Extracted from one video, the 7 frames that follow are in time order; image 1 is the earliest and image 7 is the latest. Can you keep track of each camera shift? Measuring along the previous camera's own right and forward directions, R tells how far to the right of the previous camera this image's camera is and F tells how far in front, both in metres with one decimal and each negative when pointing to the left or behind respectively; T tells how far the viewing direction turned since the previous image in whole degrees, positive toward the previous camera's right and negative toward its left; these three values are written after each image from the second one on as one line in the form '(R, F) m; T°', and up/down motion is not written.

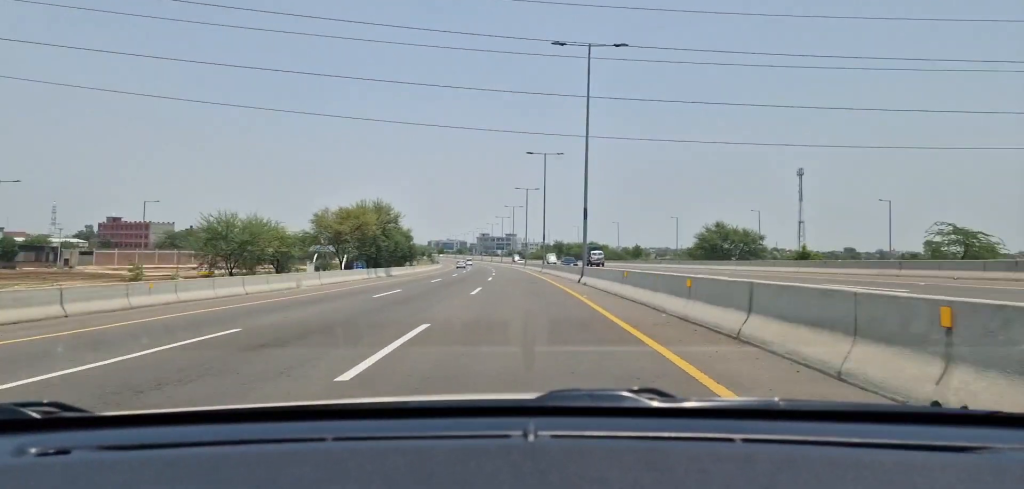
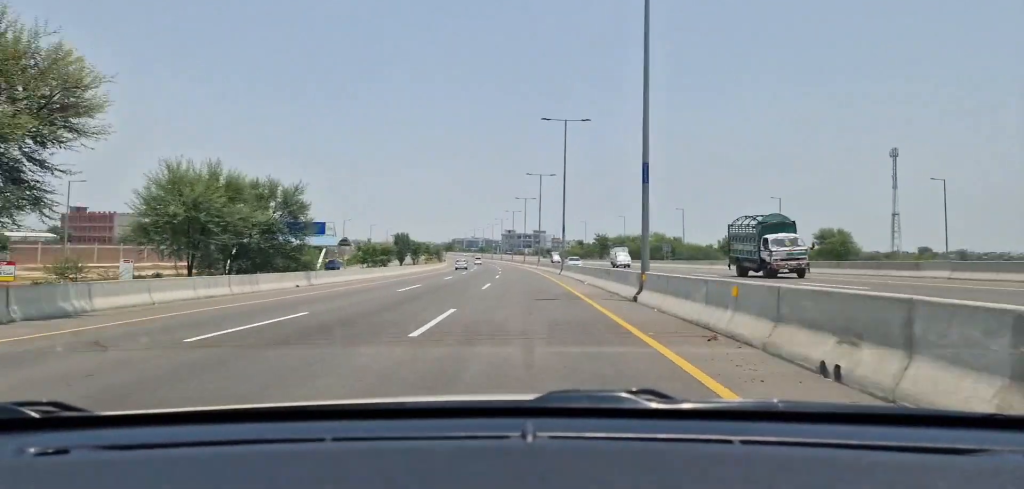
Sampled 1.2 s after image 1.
(-0.7, +50.2) m; -2°
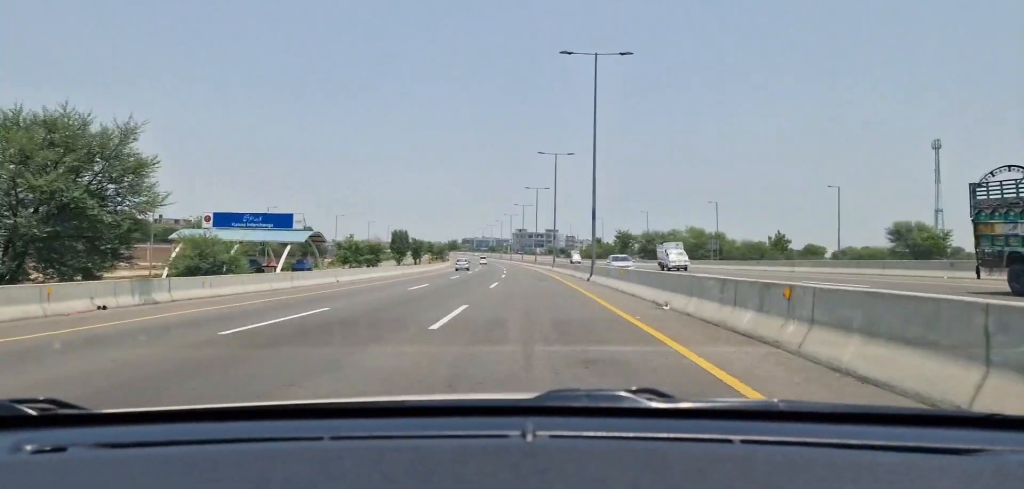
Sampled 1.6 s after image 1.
(-0.2, +18.2) m; -1°
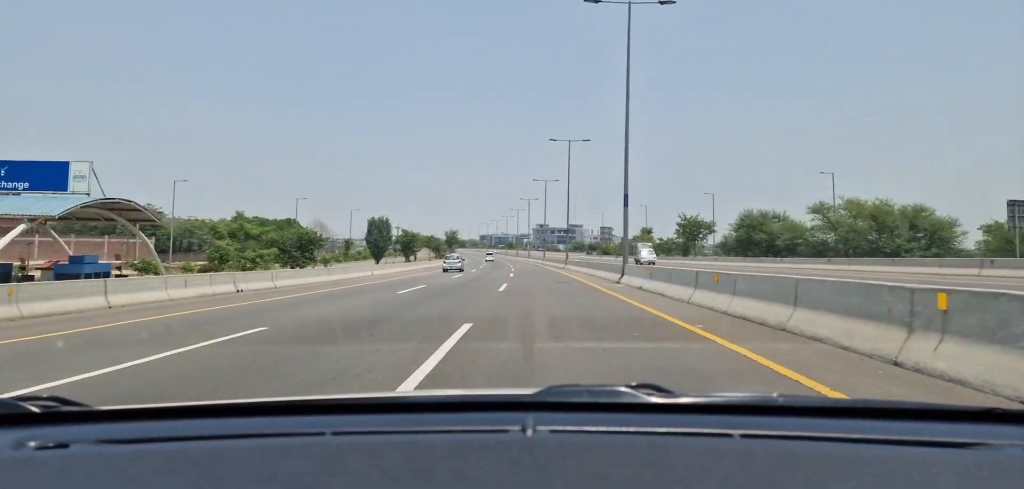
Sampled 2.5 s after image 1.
(-0.9, +41.5) m; -3°
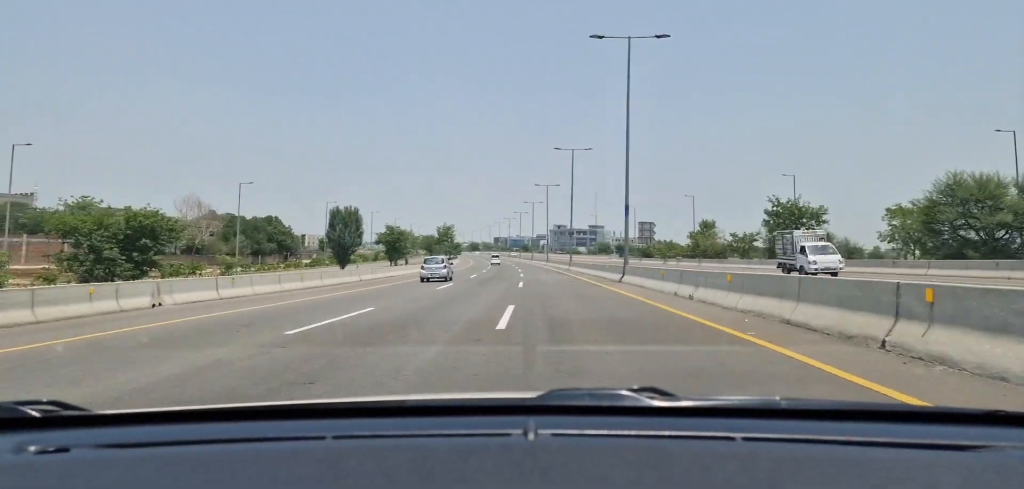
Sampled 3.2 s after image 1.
(-0.5, +30.6) m; -1°
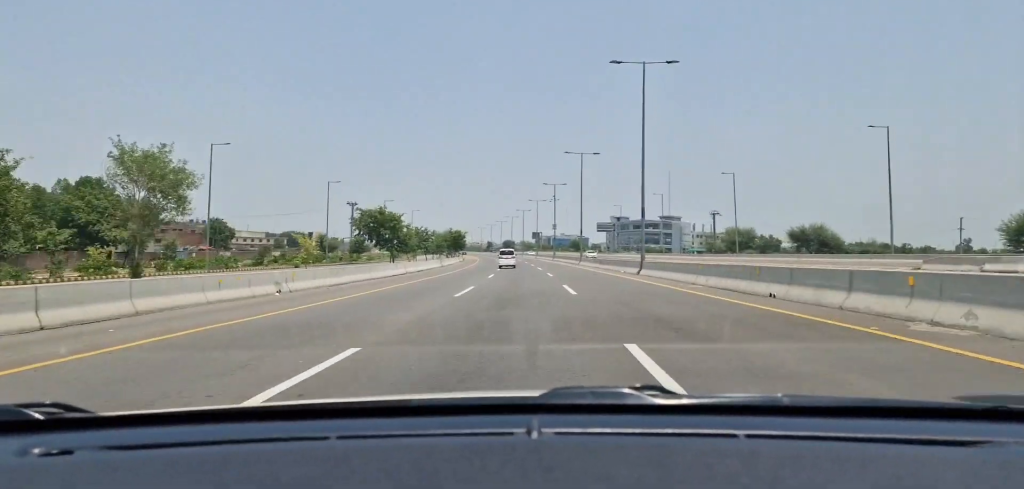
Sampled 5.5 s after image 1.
(-1.6, +98.9) m; -2°
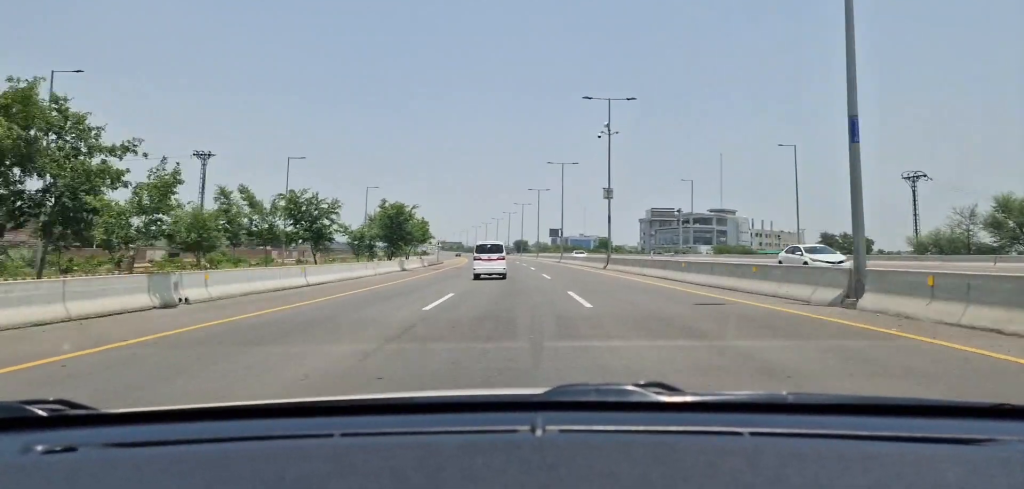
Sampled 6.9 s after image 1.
(-0.9, +61.6) m; -1°
